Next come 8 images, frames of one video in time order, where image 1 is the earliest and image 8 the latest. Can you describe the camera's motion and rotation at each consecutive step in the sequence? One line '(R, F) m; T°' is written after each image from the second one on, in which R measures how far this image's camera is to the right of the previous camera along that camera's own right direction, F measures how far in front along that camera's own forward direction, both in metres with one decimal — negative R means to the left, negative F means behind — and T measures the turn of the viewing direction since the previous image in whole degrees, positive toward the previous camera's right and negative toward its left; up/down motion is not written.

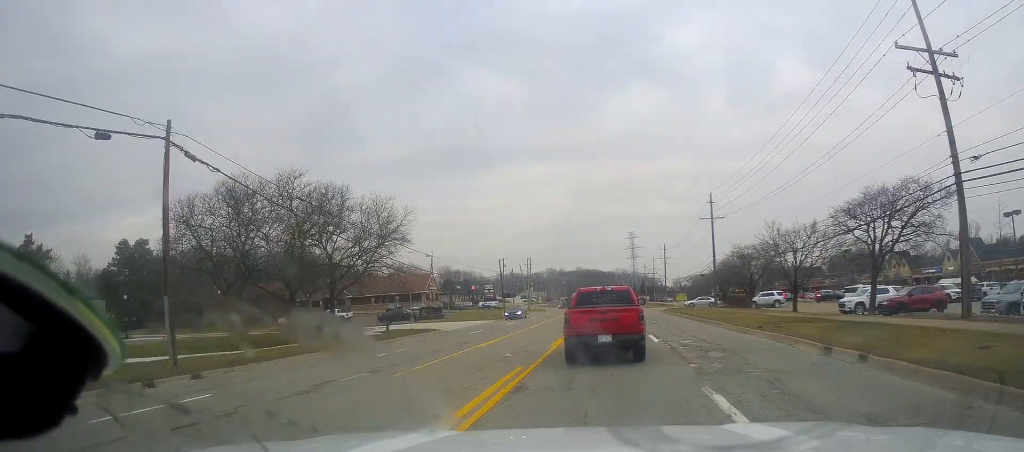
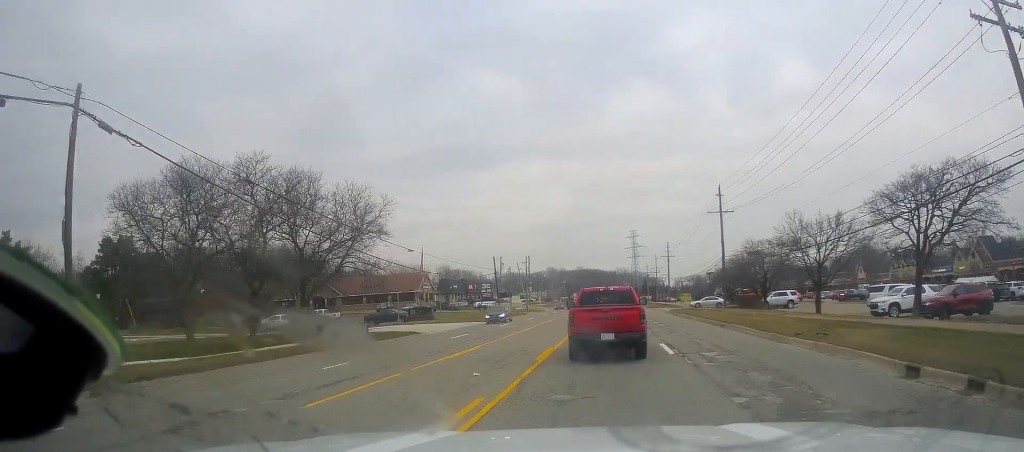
(0.0, +5.0) m; 0°
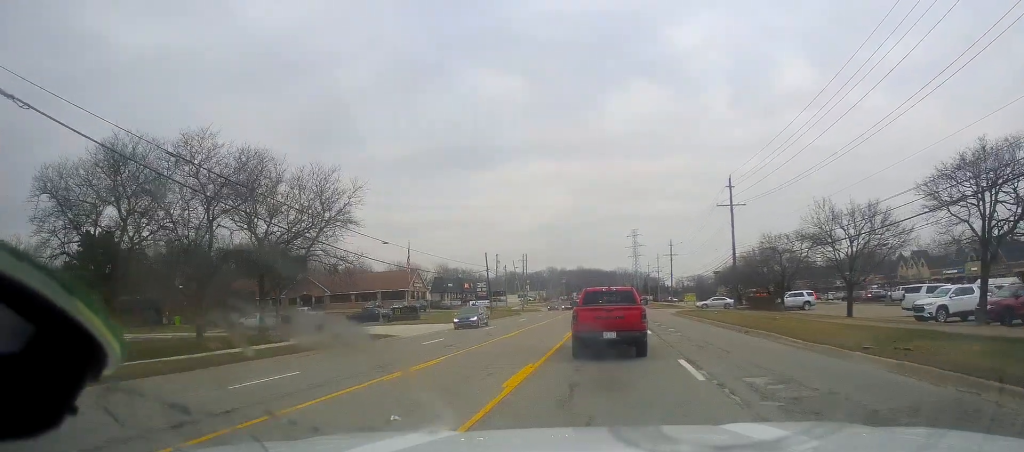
(0.0, +5.6) m; 0°
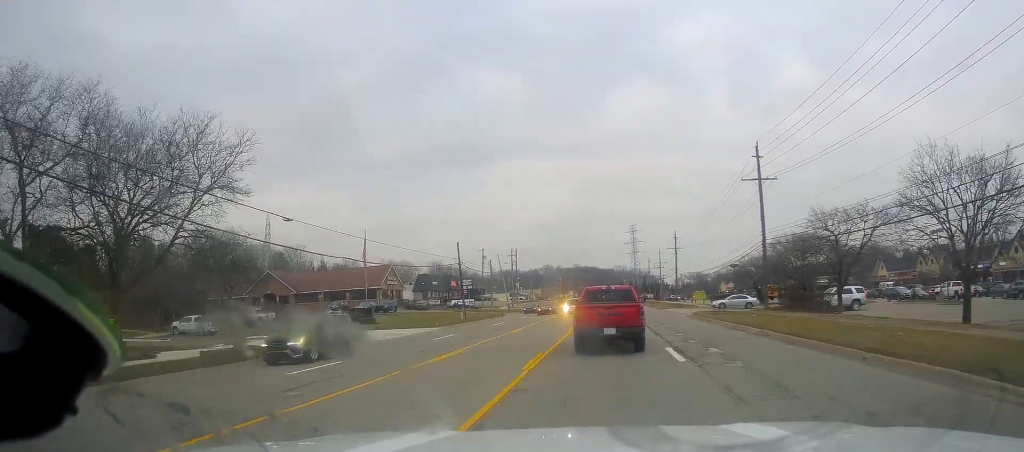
(0.0, +13.0) m; 0°
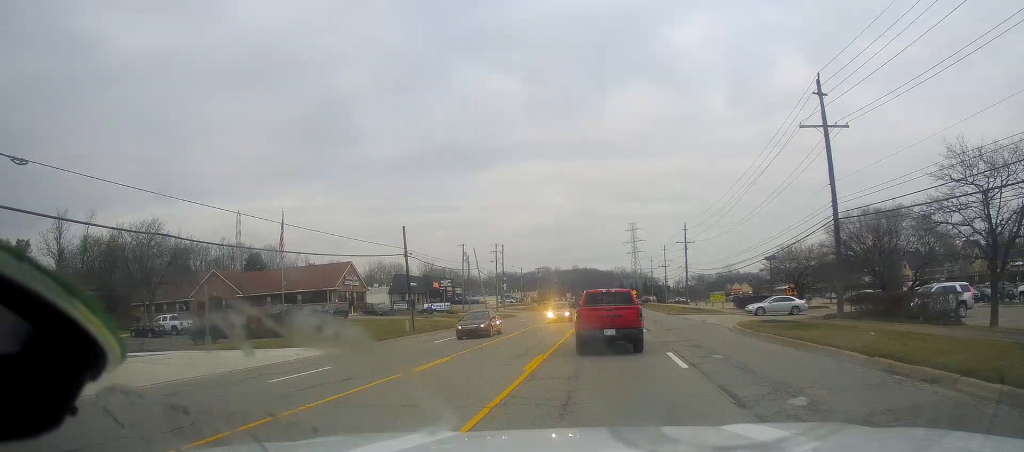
(0.0, +16.2) m; 0°
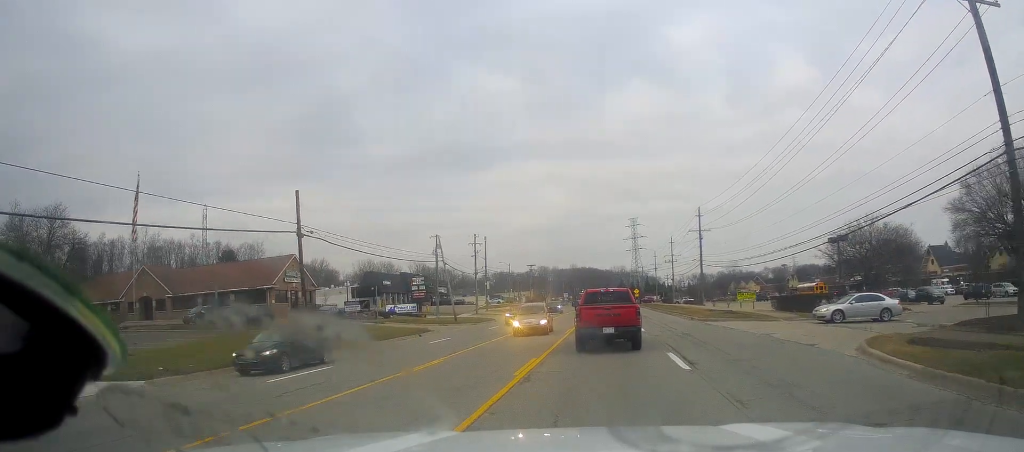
(-0.4, +16.3) m; -3°
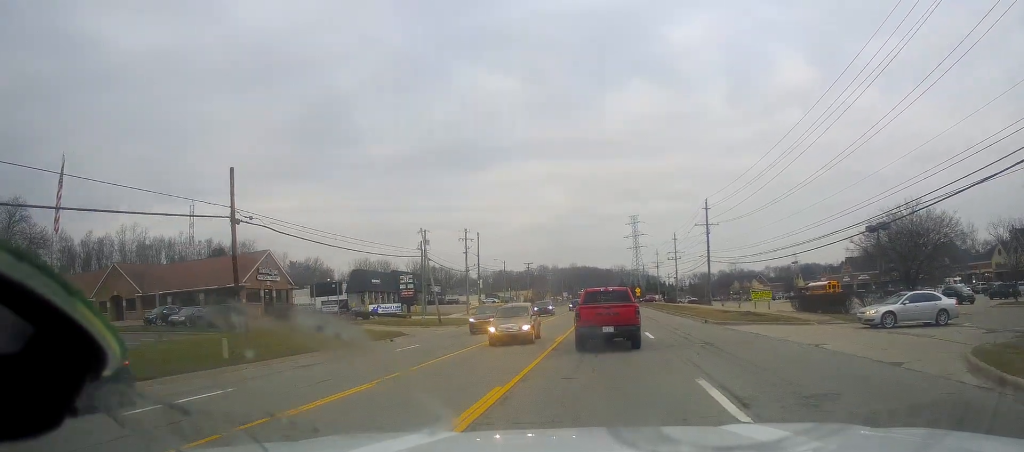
(-0.3, +5.8) m; 0°
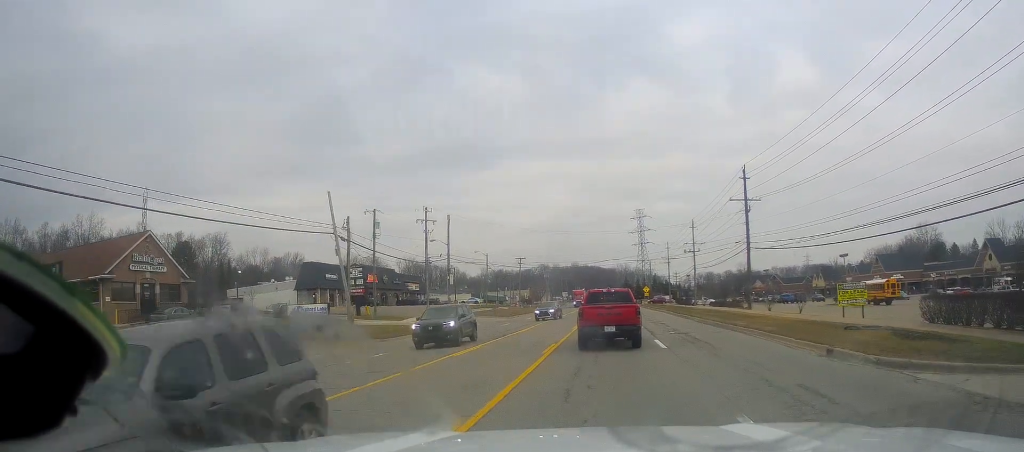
(+0.5, +19.9) m; +2°
